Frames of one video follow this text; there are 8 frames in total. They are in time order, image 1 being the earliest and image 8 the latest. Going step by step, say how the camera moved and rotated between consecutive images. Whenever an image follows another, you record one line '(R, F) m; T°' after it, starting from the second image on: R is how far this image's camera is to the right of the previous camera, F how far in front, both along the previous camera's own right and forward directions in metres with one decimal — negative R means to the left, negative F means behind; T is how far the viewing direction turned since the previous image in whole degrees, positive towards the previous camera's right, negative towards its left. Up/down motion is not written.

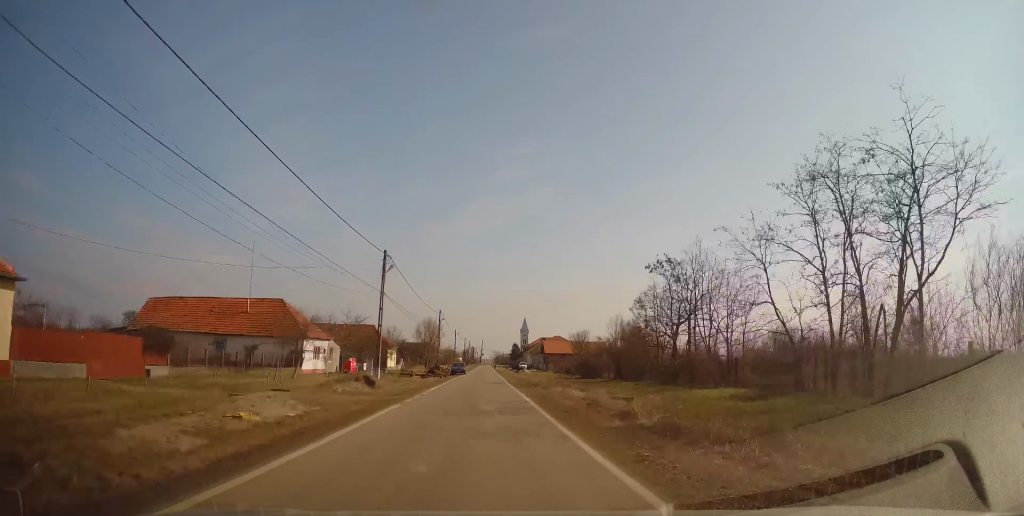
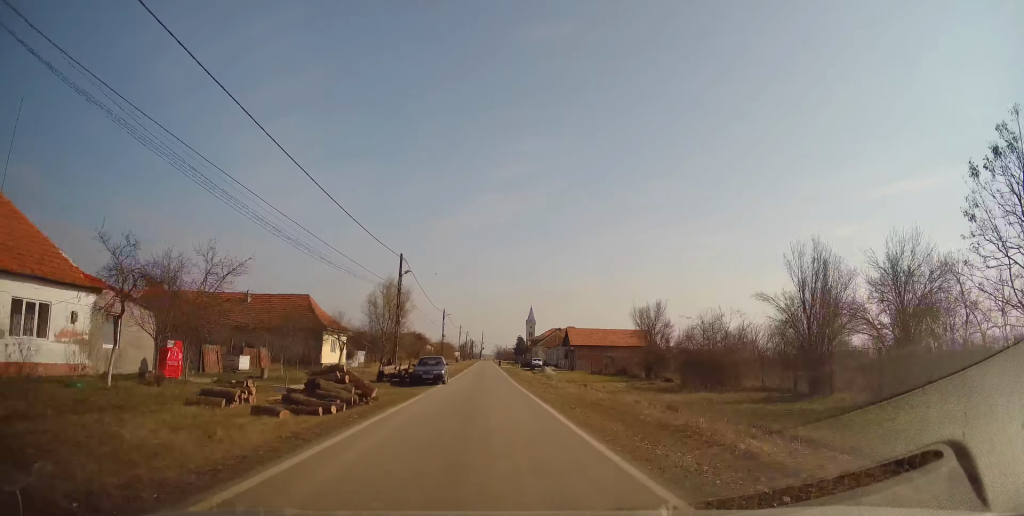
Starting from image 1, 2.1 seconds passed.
(+0.1, +34.6) m; 0°
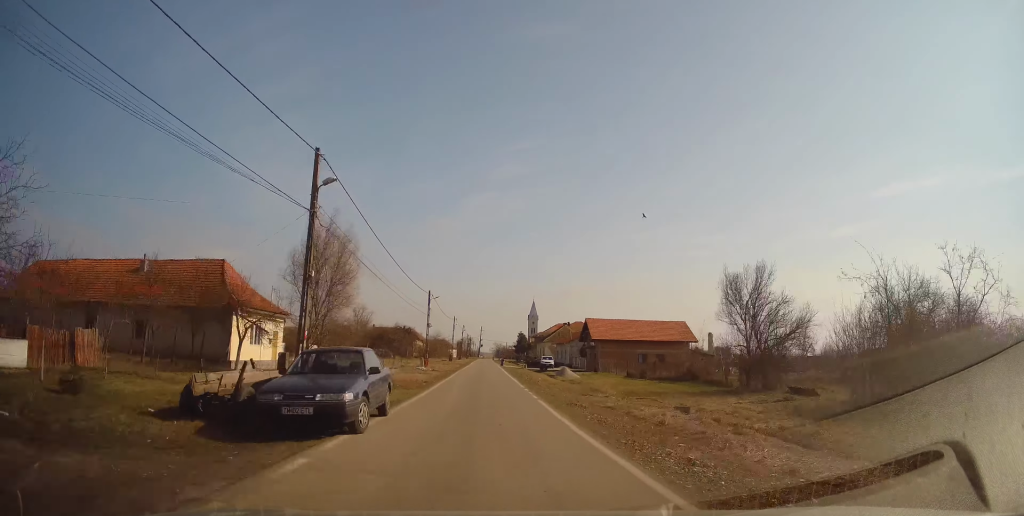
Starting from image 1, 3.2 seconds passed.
(-0.3, +18.1) m; -2°
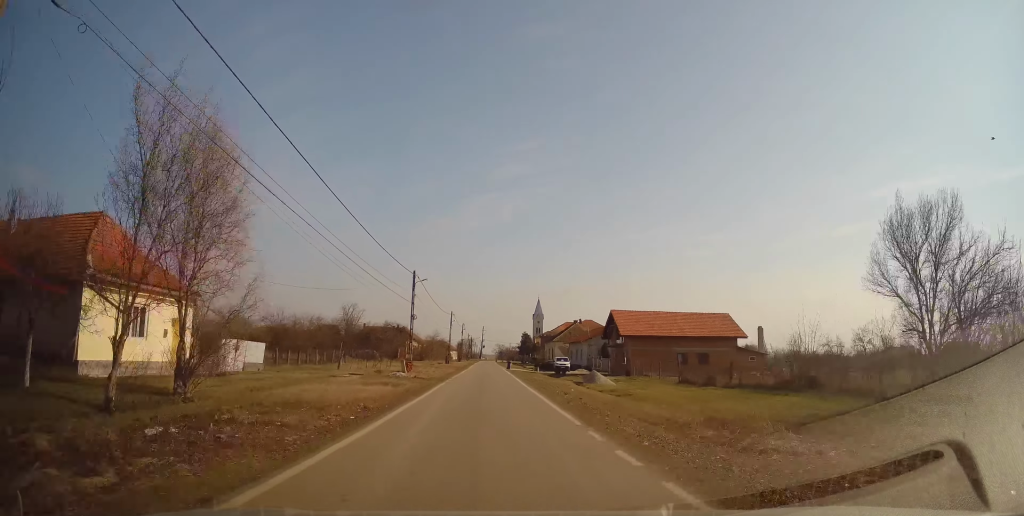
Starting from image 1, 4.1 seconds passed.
(-0.1, +13.2) m; +1°
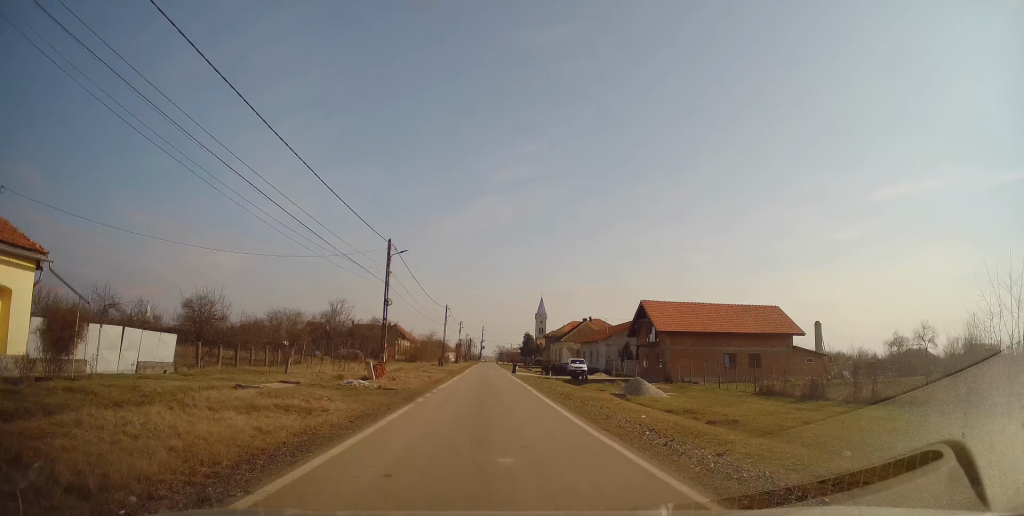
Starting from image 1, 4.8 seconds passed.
(+0.2, +11.1) m; 0°
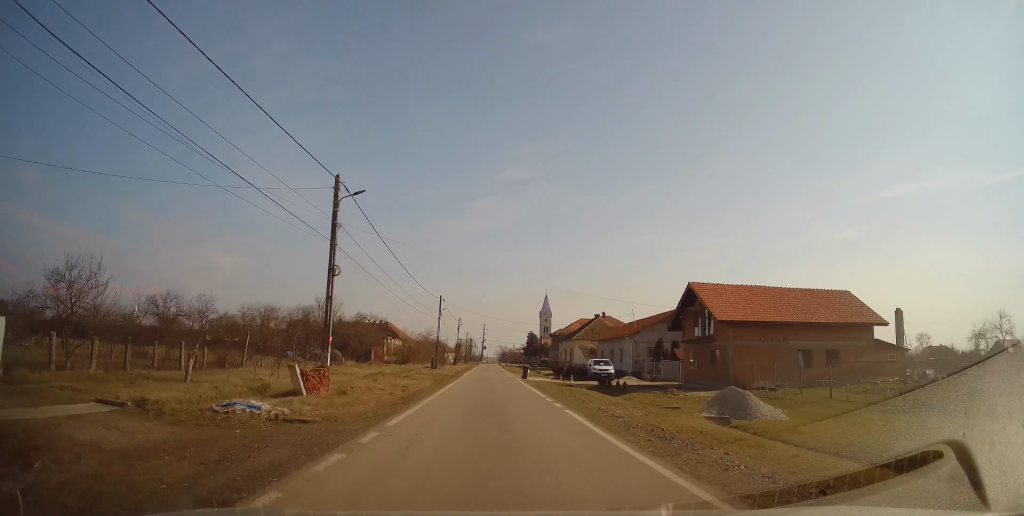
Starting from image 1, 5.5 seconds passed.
(+0.2, +11.2) m; 0°
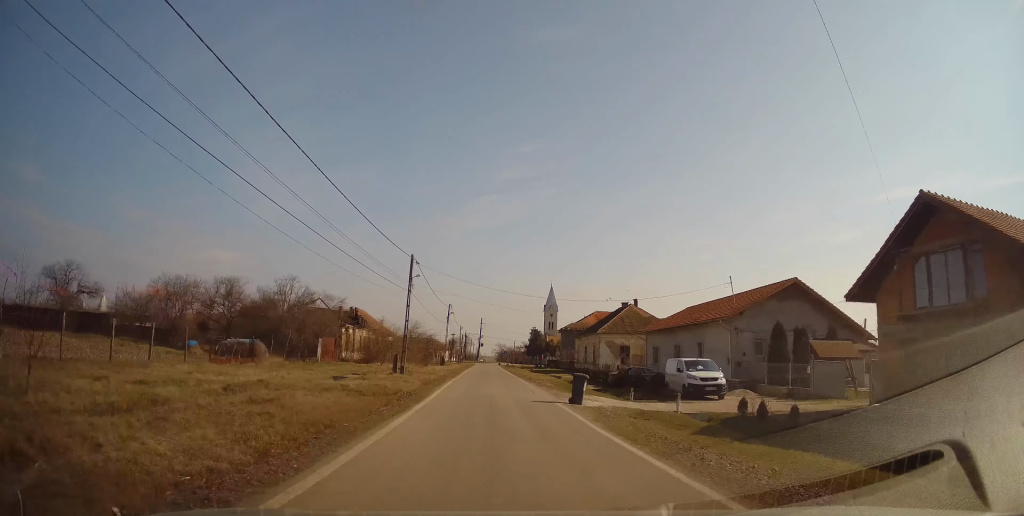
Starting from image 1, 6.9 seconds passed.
(-0.2, +22.1) m; 0°
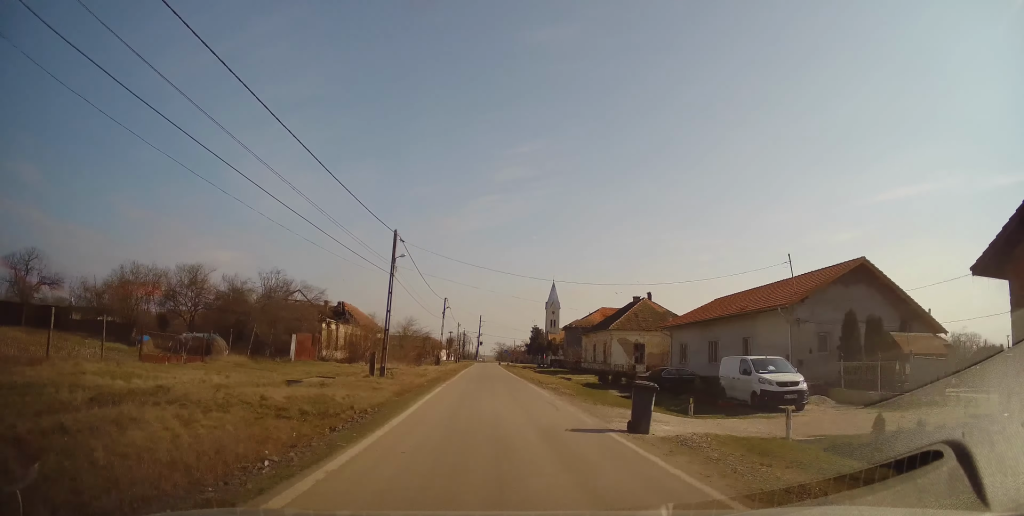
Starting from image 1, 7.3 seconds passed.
(+0.2, +6.7) m; 0°
